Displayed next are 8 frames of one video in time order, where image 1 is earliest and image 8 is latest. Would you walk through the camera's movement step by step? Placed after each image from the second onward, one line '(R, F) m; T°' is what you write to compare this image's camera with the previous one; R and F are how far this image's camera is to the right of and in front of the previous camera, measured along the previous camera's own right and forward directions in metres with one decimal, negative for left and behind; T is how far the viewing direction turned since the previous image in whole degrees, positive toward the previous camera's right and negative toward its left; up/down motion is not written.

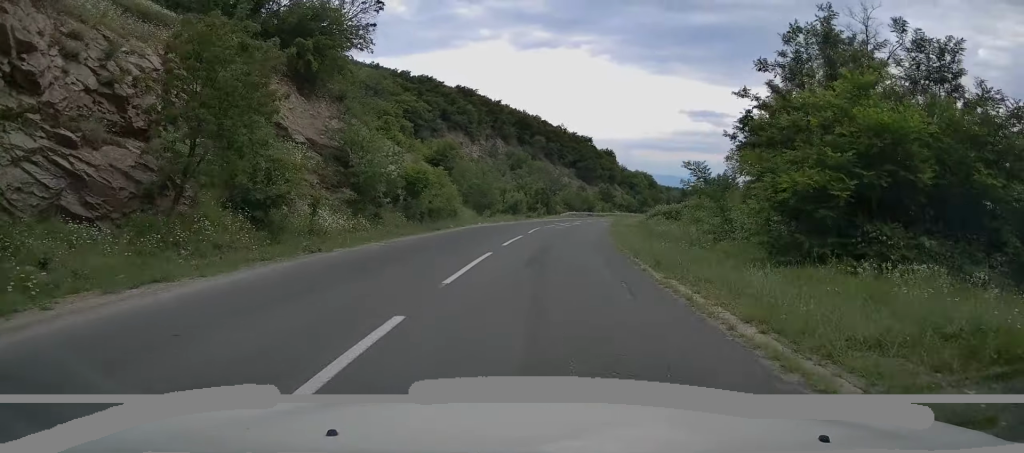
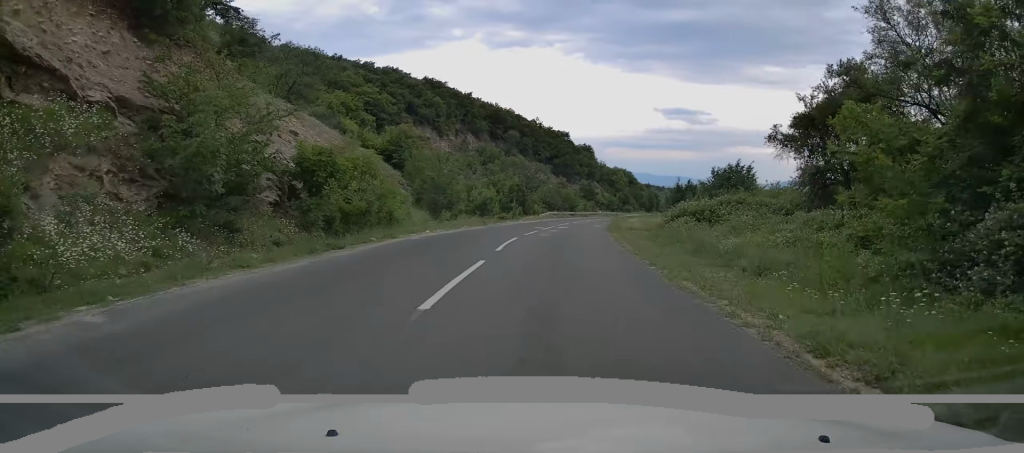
(+0.3, +11.3) m; +2°
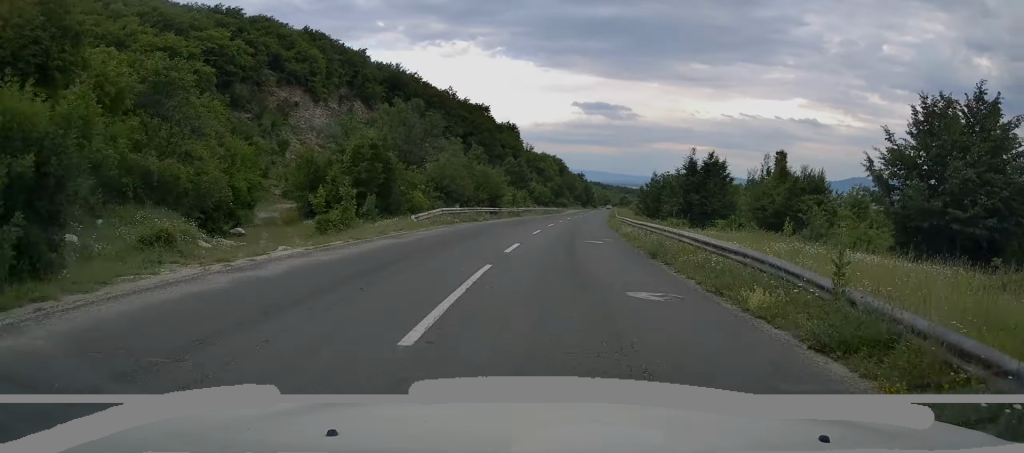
(+1.7, +37.2) m; +7°
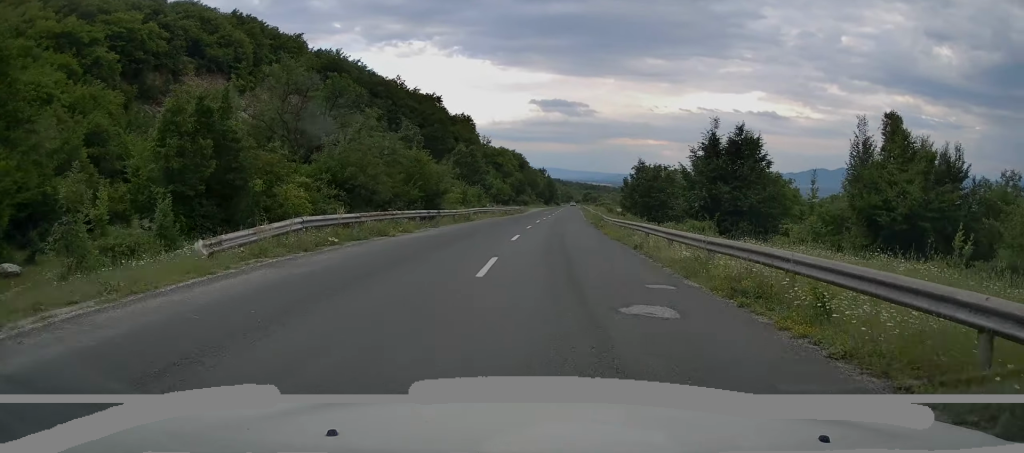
(+0.2, +13.3) m; +2°
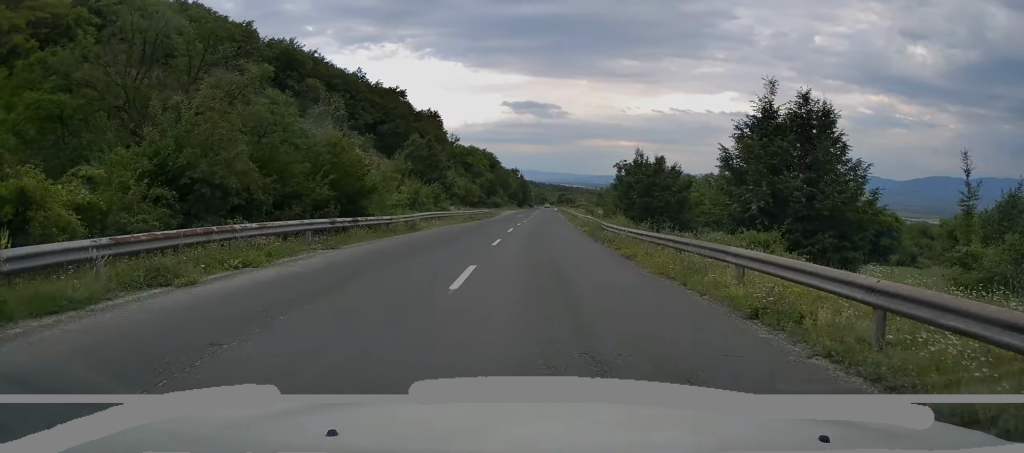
(+0.3, +10.3) m; +2°
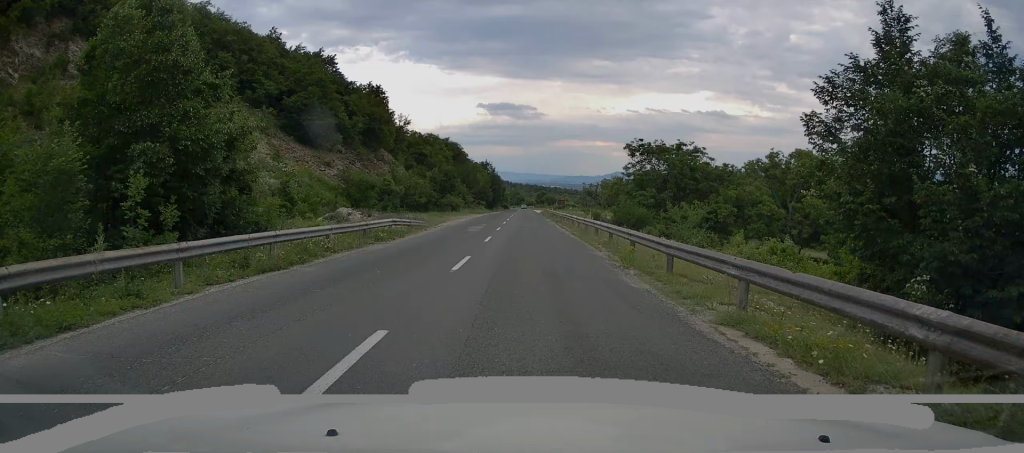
(+1.4, +32.4) m; +3°
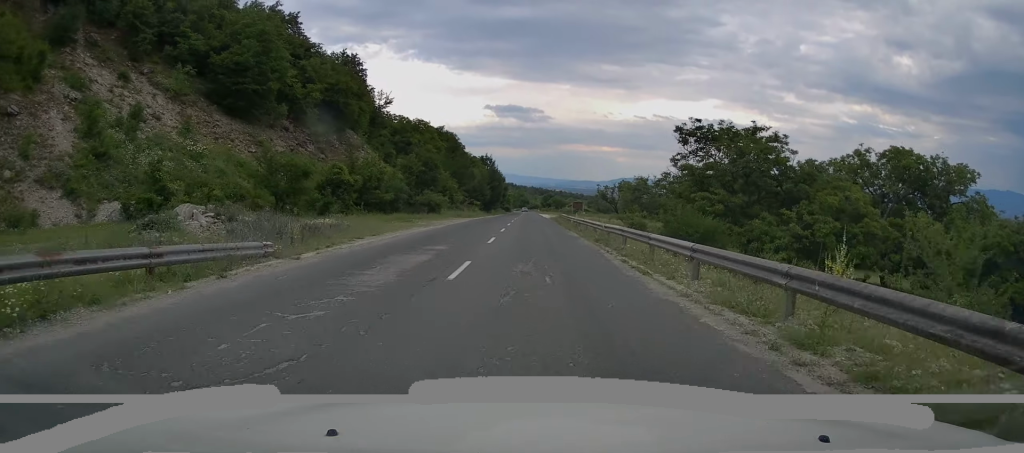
(-0.1, +20.2) m; 0°
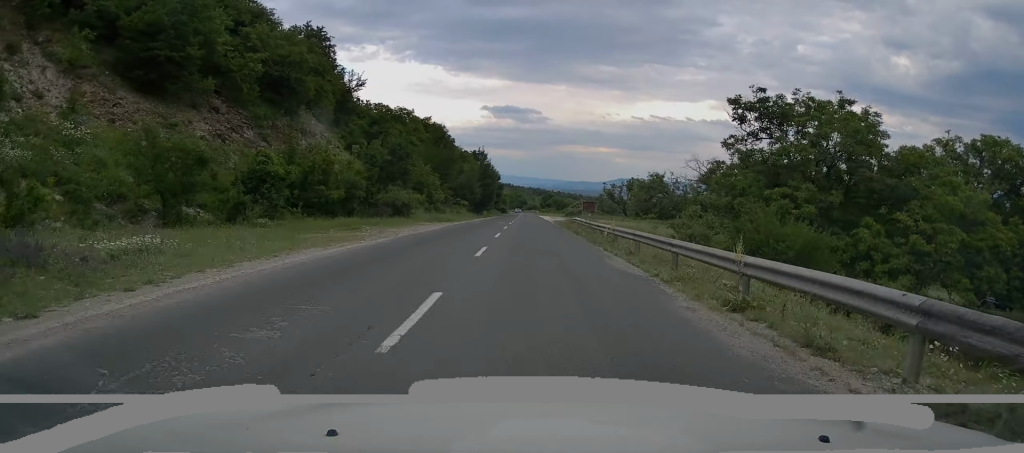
(0.0, +13.6) m; 0°
